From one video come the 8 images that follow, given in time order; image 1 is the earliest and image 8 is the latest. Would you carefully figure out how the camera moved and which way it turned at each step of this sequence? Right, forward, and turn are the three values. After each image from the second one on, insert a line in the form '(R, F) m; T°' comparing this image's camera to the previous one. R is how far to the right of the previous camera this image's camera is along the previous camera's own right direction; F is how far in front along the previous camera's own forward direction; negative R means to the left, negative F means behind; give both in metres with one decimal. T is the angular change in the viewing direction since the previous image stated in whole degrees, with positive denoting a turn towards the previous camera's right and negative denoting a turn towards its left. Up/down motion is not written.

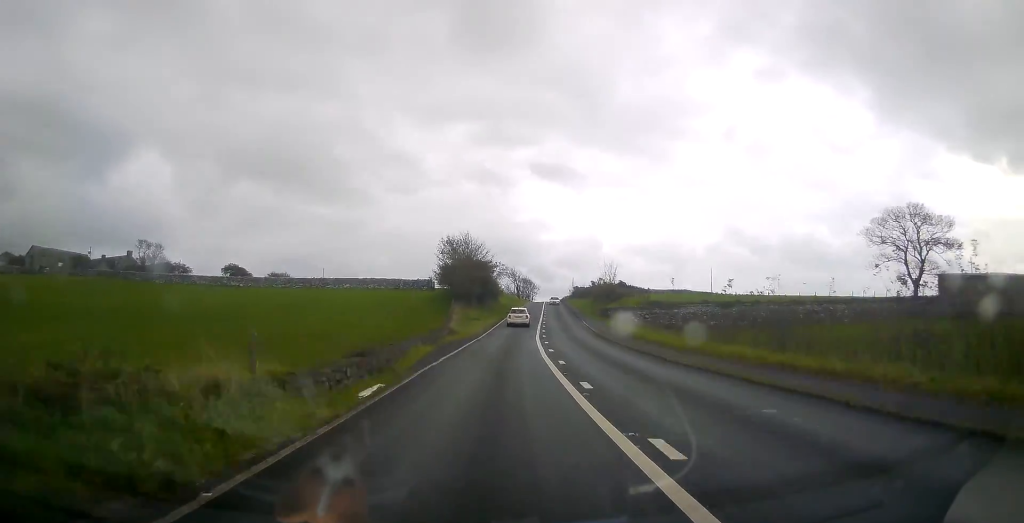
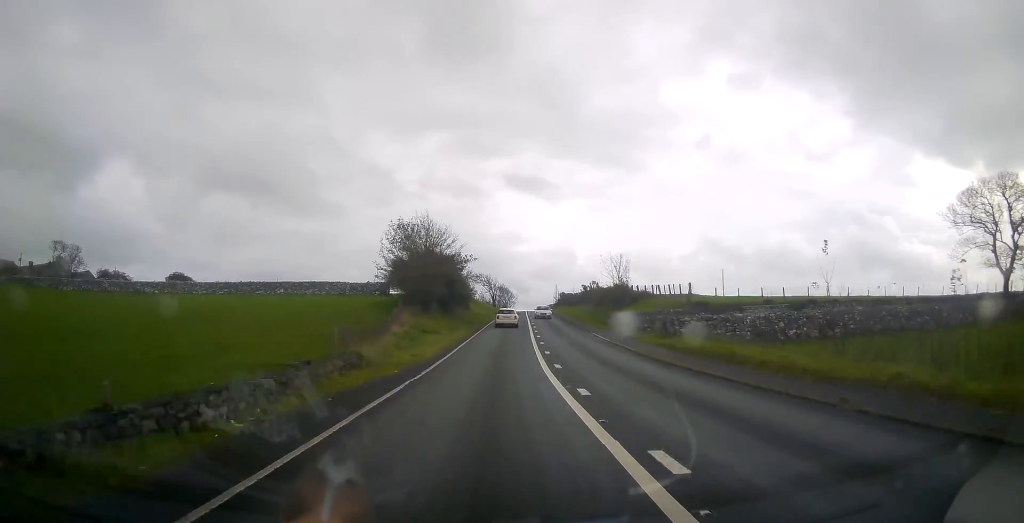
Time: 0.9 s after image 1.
(+0.4, +18.8) m; +2°
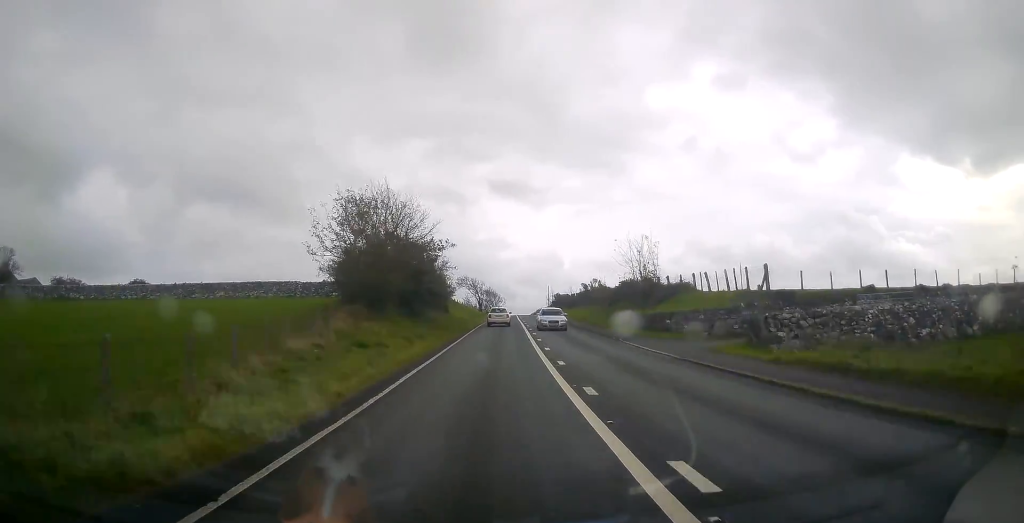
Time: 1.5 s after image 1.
(+0.2, +13.2) m; +1°
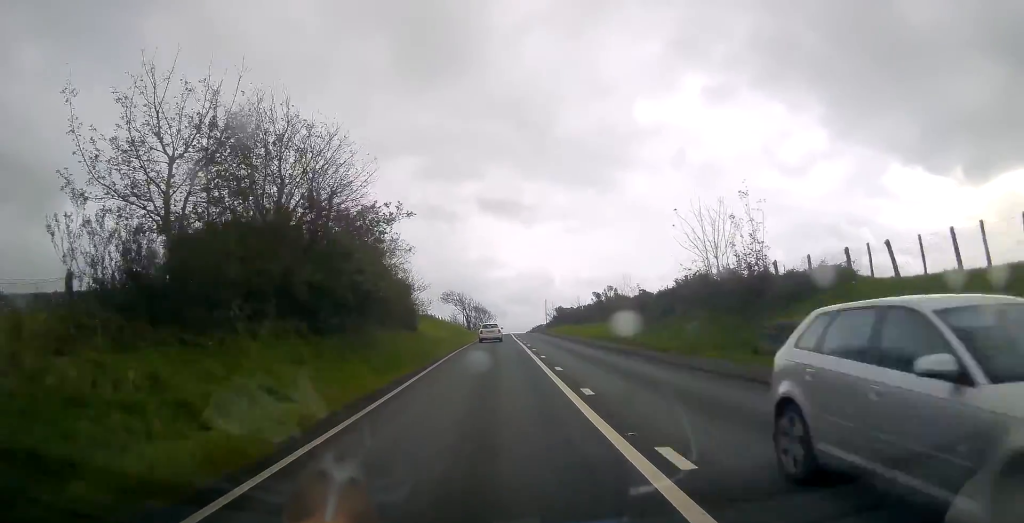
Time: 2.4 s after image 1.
(+0.3, +17.3) m; +1°
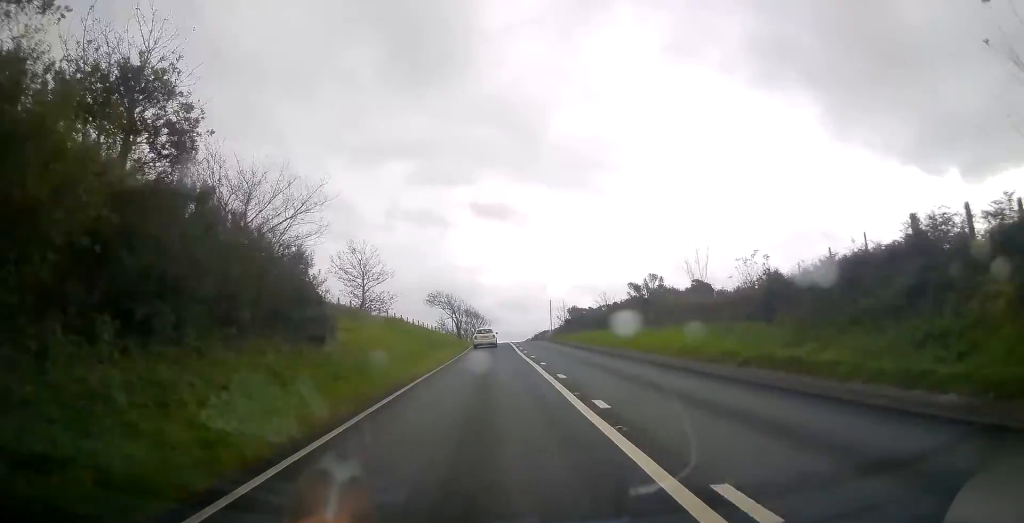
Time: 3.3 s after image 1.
(+0.2, +19.9) m; +1°
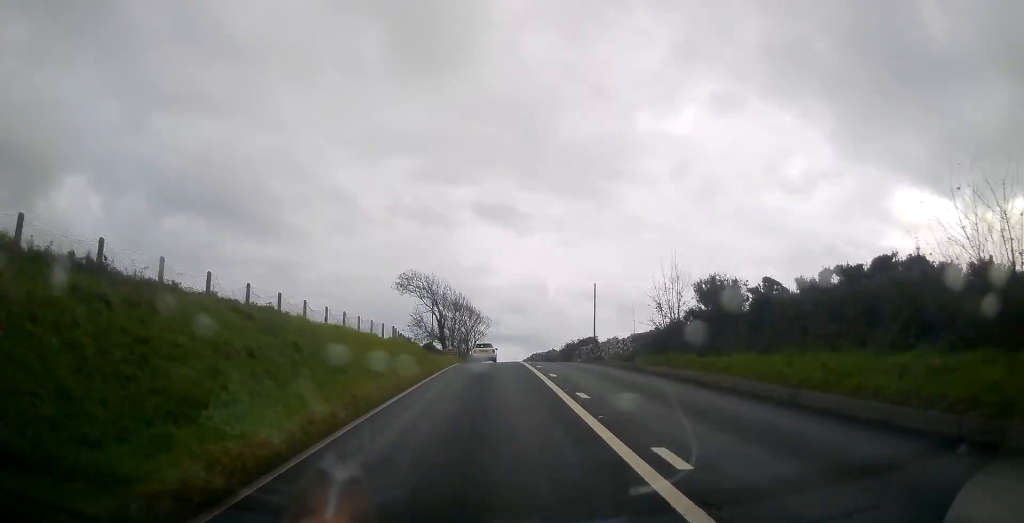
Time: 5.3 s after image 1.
(+0.4, +40.5) m; +1°
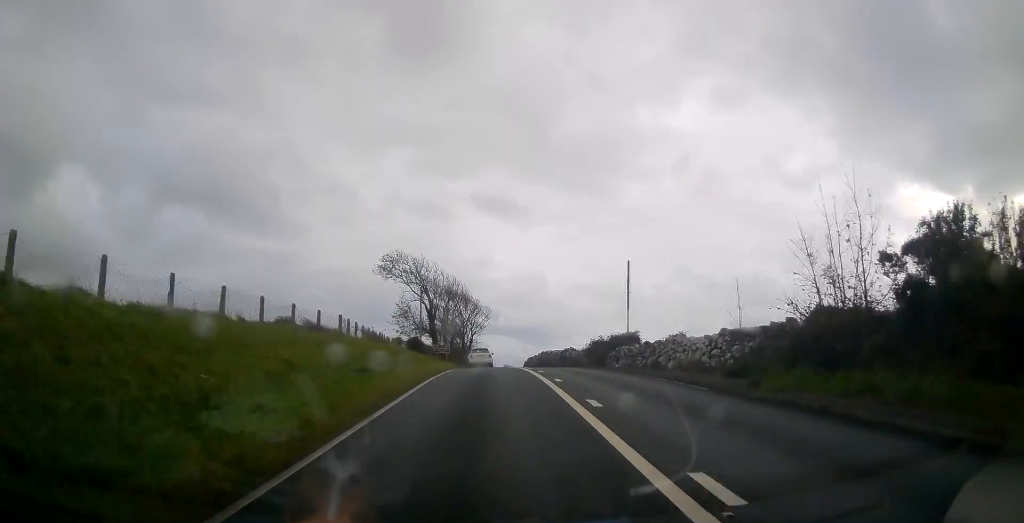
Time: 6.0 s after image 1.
(0.0, +13.3) m; 0°
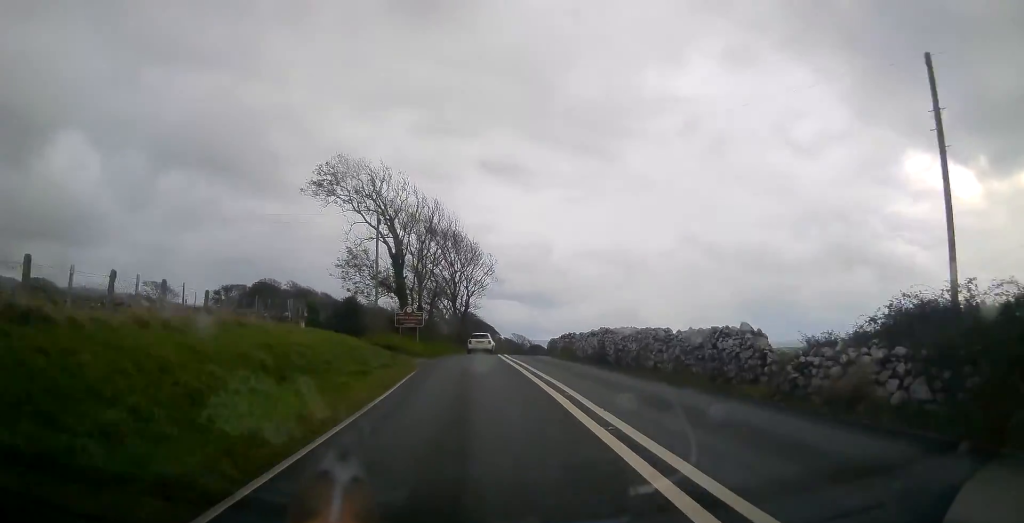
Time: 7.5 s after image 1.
(0.0, +29.1) m; 0°
